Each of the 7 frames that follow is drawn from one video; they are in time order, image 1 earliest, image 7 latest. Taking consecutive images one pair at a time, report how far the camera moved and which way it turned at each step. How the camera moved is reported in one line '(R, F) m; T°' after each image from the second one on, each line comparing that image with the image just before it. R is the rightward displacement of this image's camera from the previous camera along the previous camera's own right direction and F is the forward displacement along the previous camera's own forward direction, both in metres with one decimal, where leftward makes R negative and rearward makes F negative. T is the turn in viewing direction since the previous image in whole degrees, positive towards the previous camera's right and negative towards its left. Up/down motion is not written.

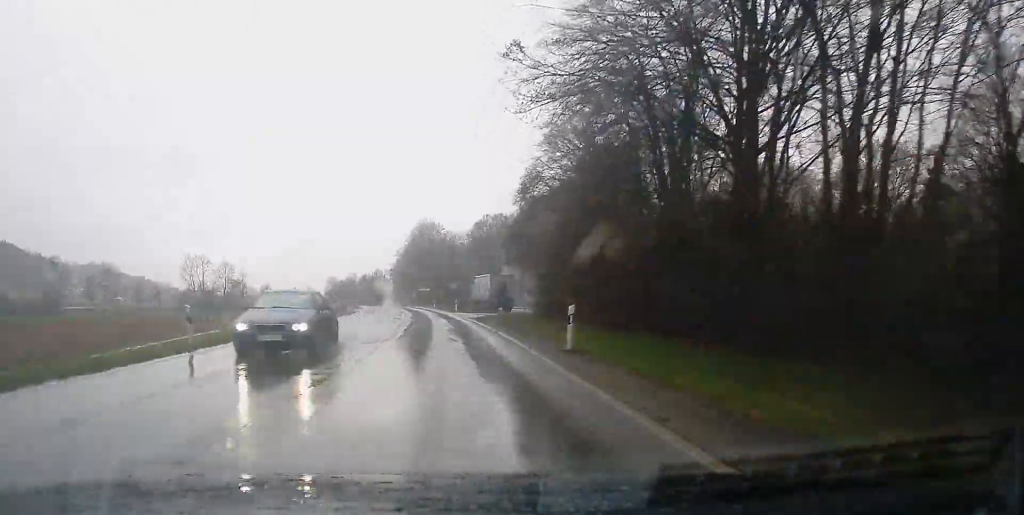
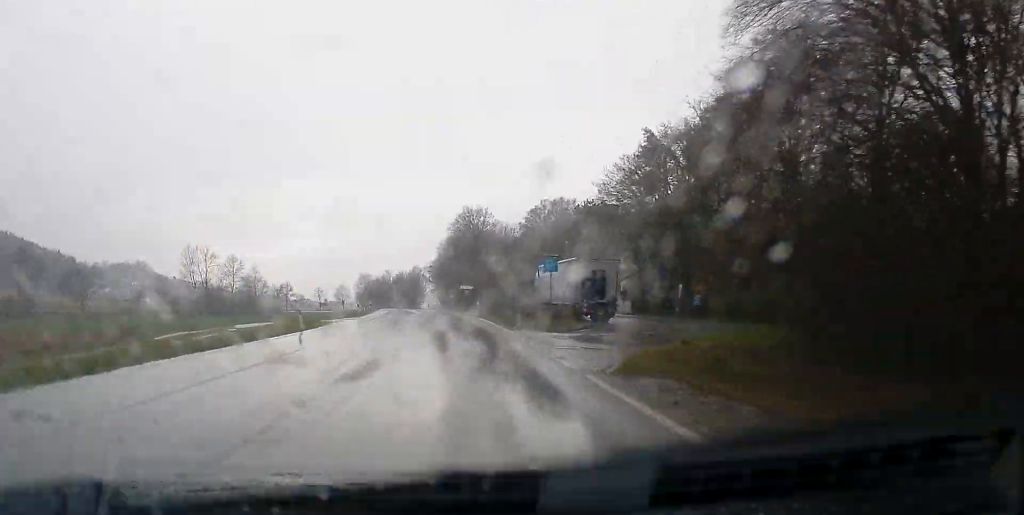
(-1.0, +33.6) m; -2°
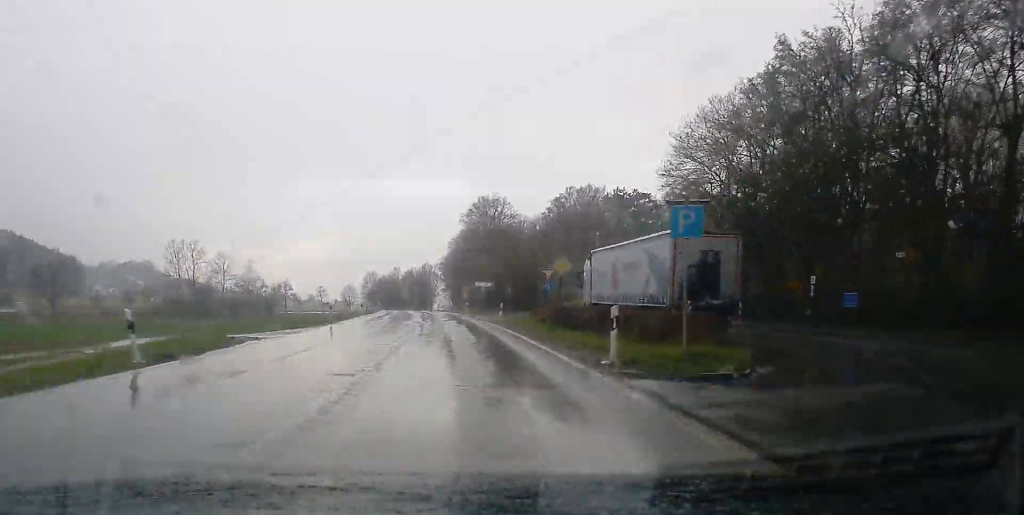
(-0.2, +18.1) m; -1°
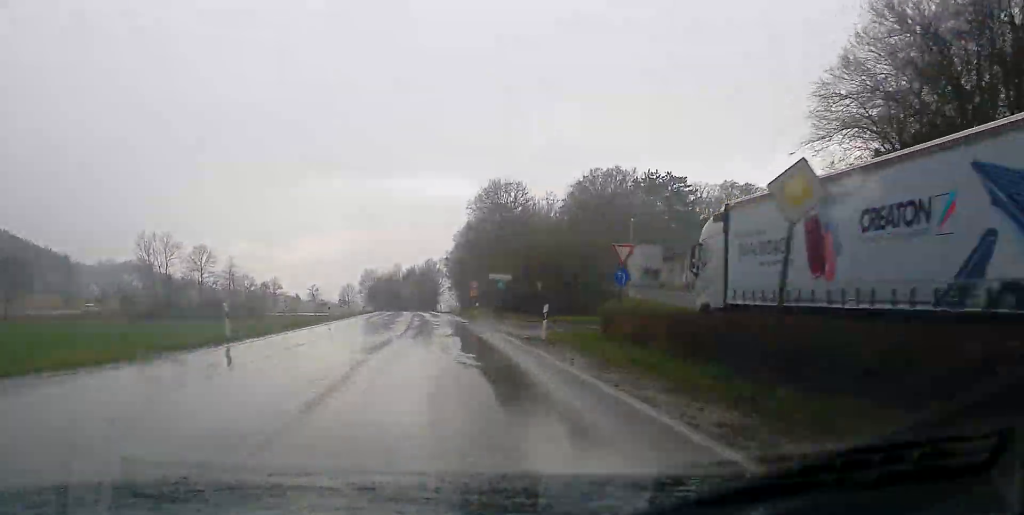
(-0.2, +19.7) m; -1°
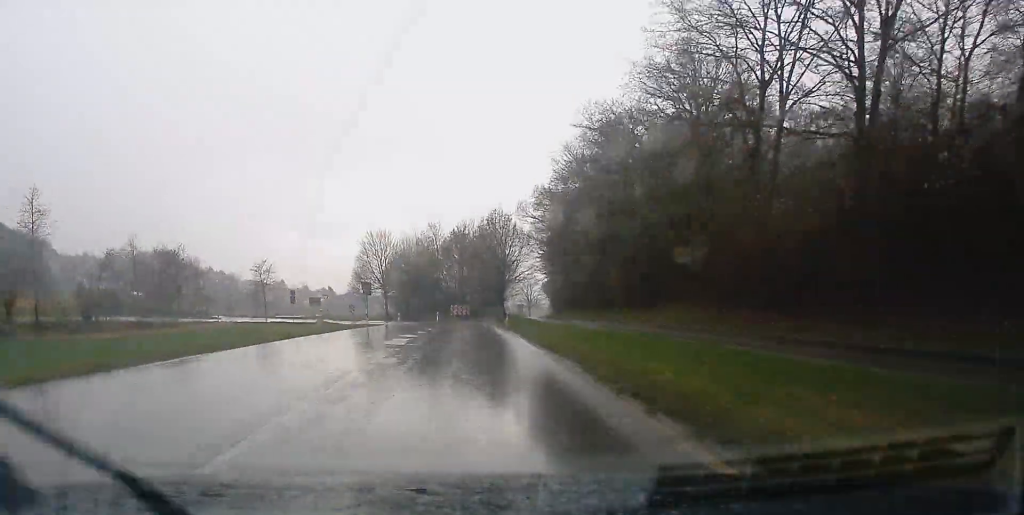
(-3.1, +96.9) m; -2°
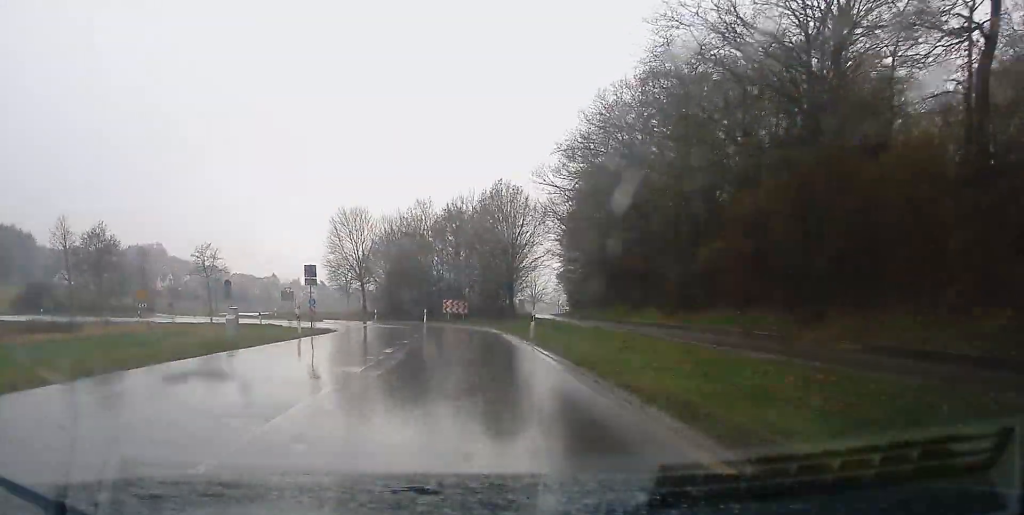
(+0.4, +19.8) m; -1°
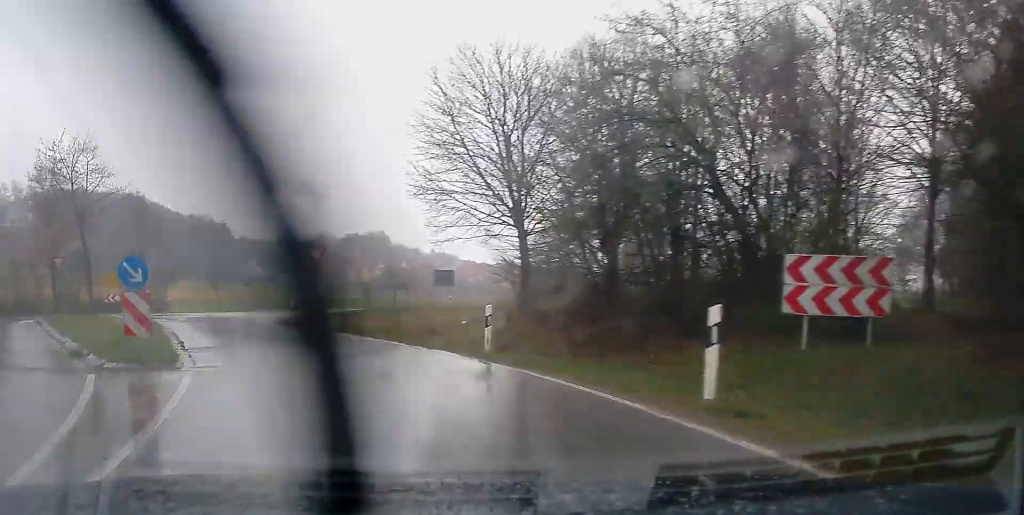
(-5.2, +45.9) m; -16°
